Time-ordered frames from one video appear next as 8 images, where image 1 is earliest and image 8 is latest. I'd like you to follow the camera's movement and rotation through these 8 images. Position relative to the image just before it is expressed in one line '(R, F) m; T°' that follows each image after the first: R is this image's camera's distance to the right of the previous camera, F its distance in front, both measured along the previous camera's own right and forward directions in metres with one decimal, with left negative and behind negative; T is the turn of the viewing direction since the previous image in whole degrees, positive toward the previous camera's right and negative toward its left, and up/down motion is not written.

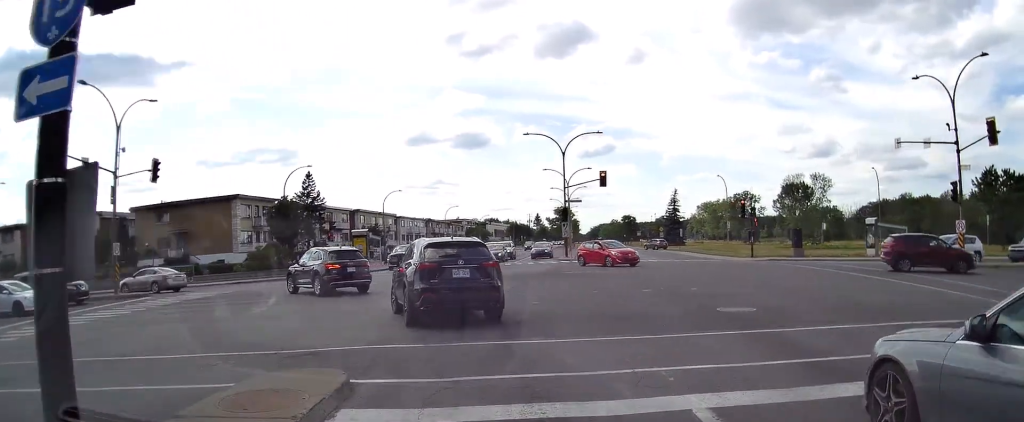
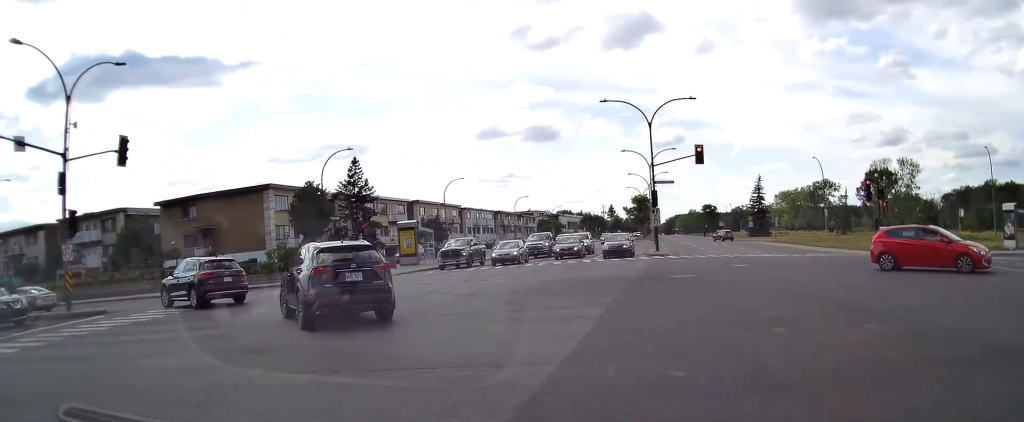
(-0.2, +7.7) m; -5°
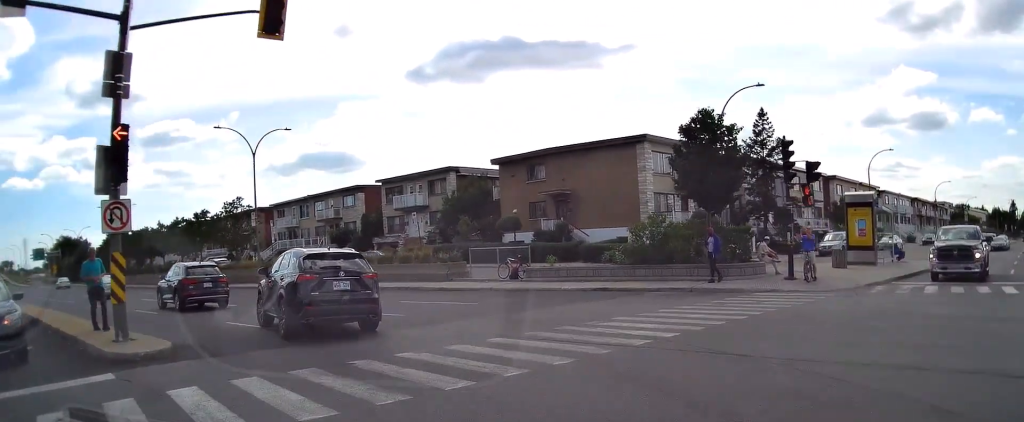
(-2.9, +15.3) m; -27°
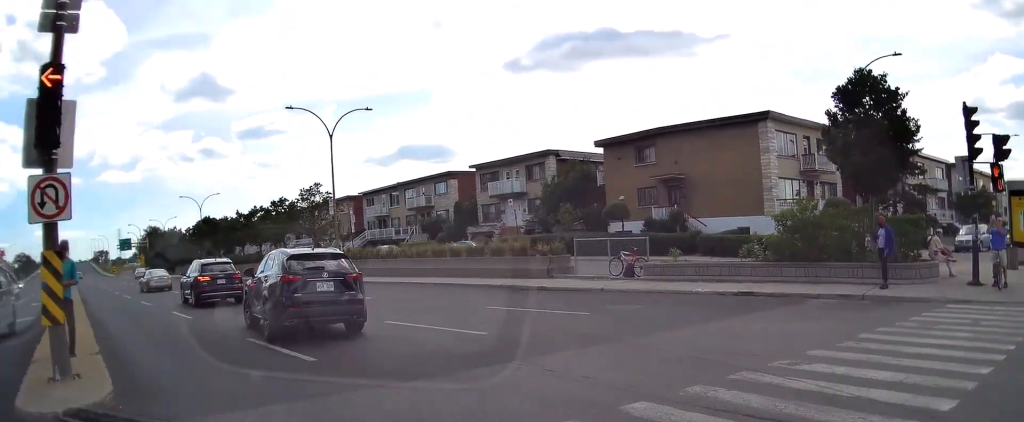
(+0.1, +4.2) m; -9°
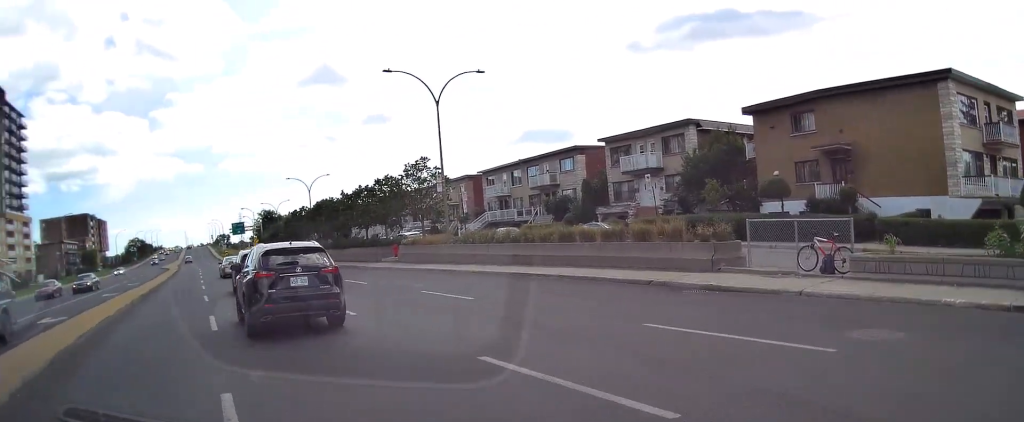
(-1.0, +5.5) m; -10°
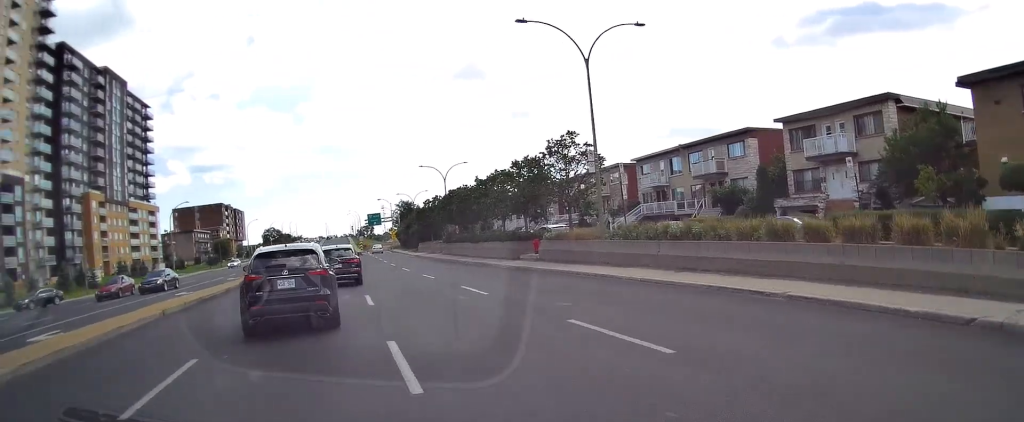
(-0.6, +7.2) m; -11°
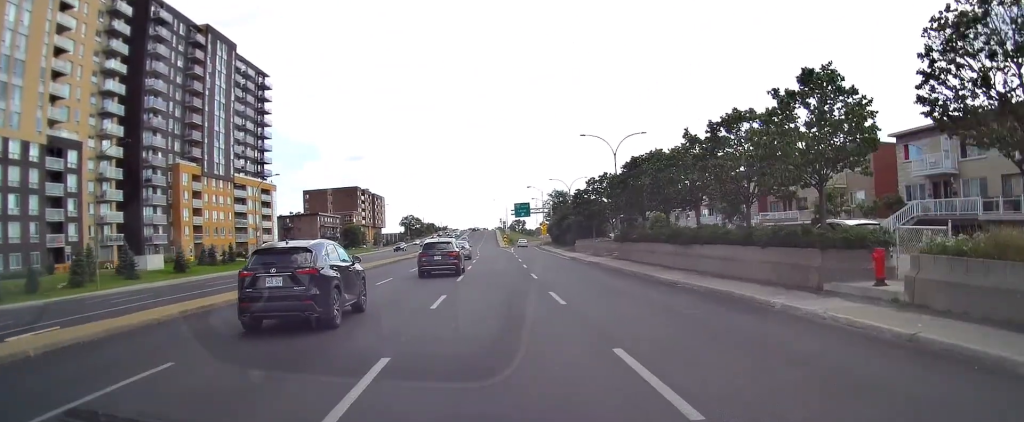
(-3.4, +18.9) m; -15°
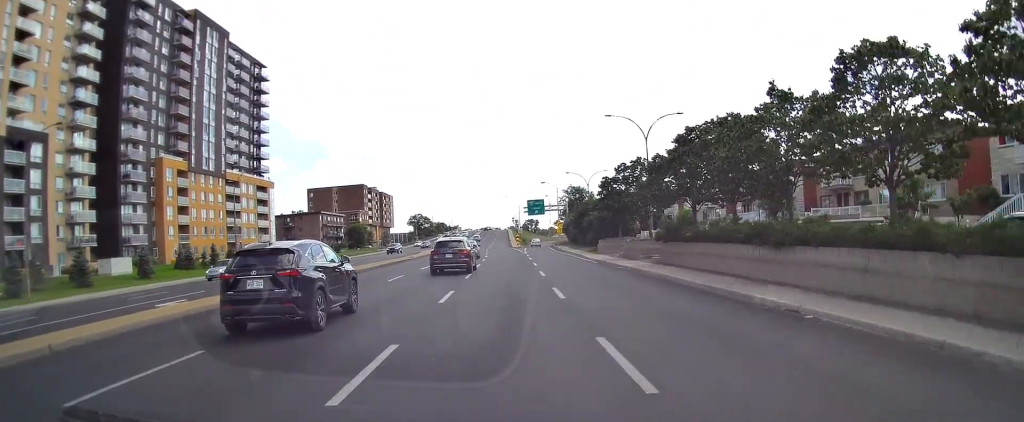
(-0.3, +7.9) m; -3°
